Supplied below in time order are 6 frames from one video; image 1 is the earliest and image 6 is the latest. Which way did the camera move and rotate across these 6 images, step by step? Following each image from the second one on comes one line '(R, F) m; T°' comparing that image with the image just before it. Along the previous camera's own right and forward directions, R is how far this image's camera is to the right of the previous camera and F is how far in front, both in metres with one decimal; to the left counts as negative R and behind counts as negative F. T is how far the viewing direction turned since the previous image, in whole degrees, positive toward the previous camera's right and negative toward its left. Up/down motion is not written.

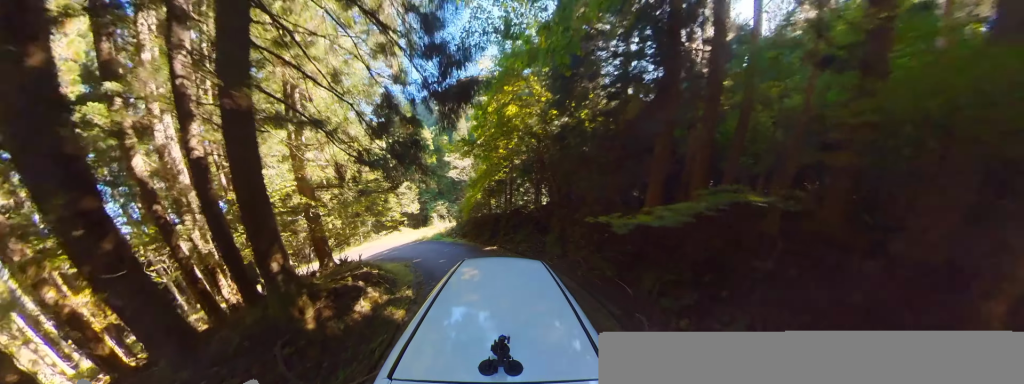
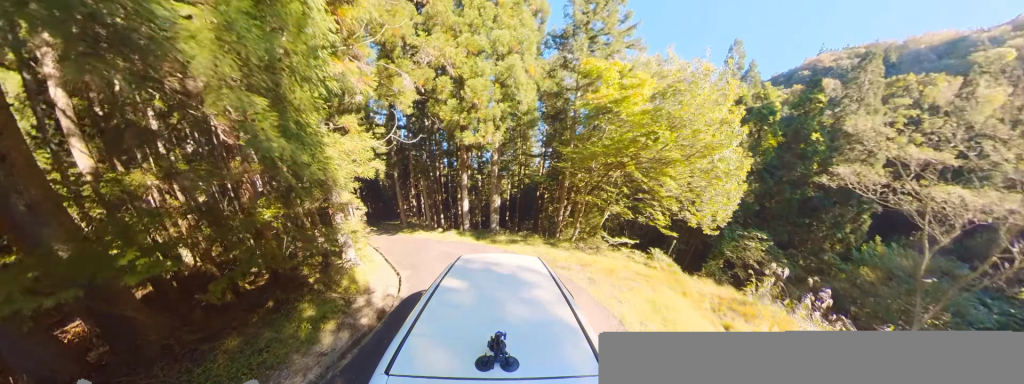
(-12.2, +20.4) m; -39°
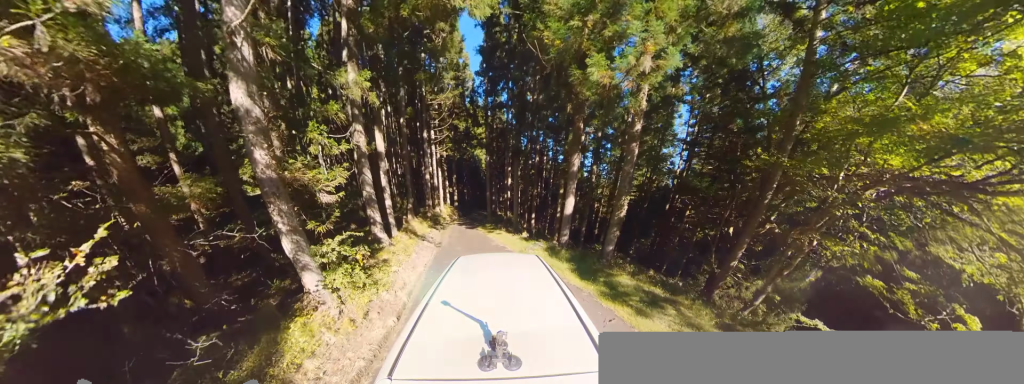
(-0.6, +8.4) m; +5°
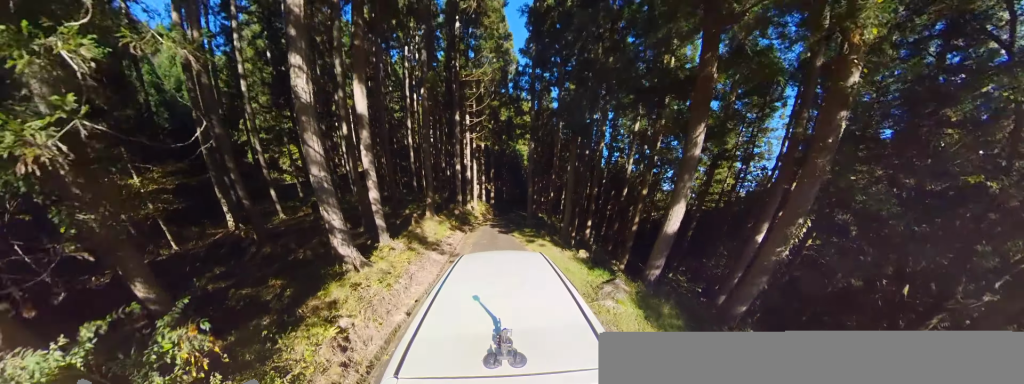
(+0.5, +5.2) m; +9°
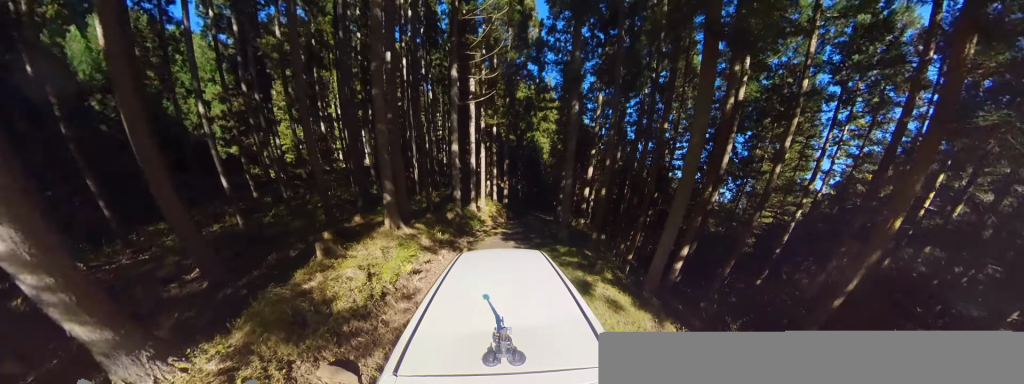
(+0.9, +7.1) m; +7°
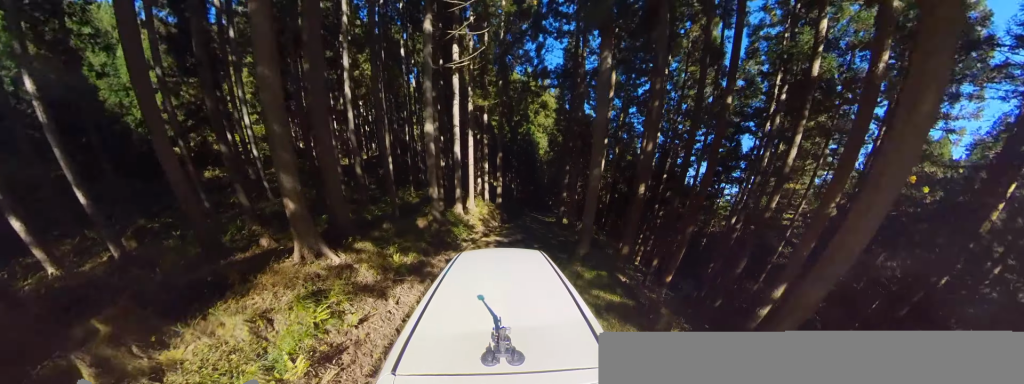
(-0.2, +3.5) m; 0°
